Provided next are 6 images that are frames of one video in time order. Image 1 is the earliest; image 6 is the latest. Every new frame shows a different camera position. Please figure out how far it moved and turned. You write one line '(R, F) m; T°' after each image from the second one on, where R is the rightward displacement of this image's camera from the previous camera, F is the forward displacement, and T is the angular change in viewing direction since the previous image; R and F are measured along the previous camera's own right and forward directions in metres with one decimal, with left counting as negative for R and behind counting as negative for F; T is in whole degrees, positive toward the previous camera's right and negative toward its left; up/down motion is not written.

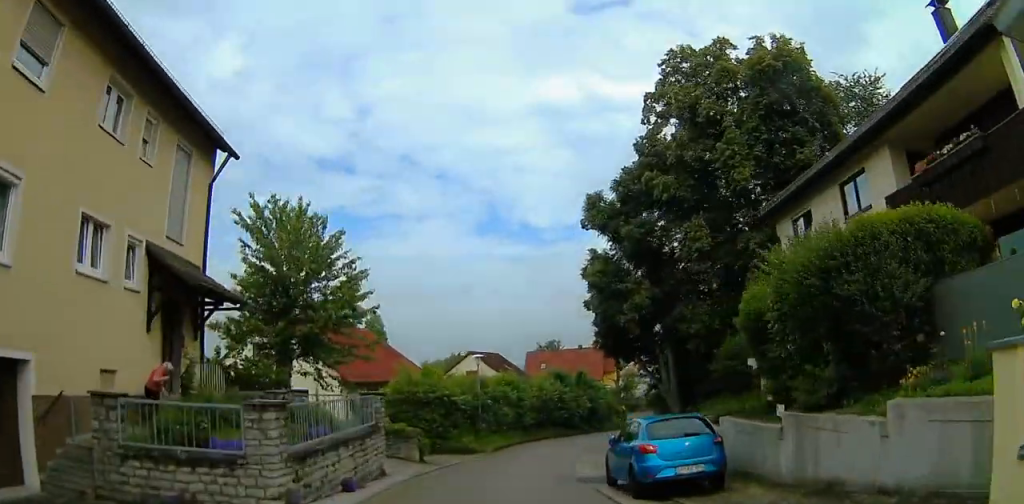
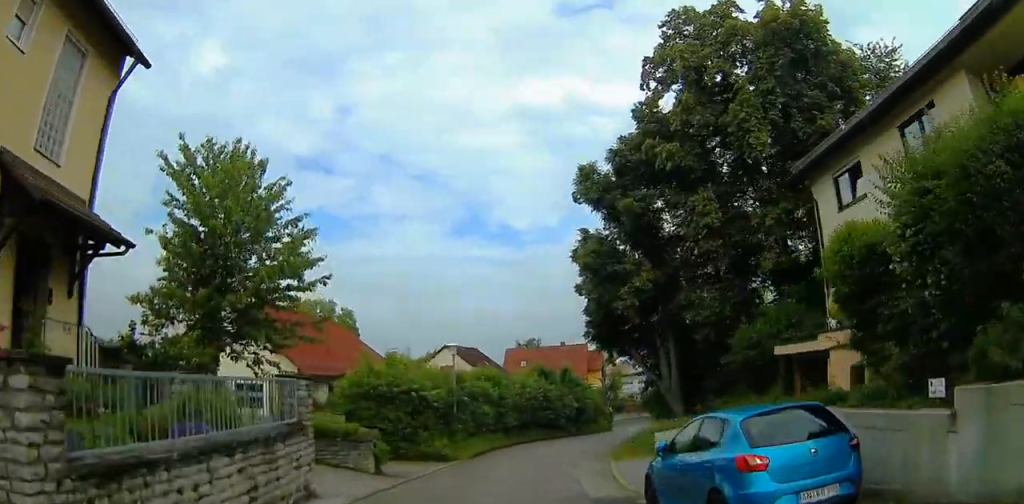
(-0.1, +4.8) m; 0°
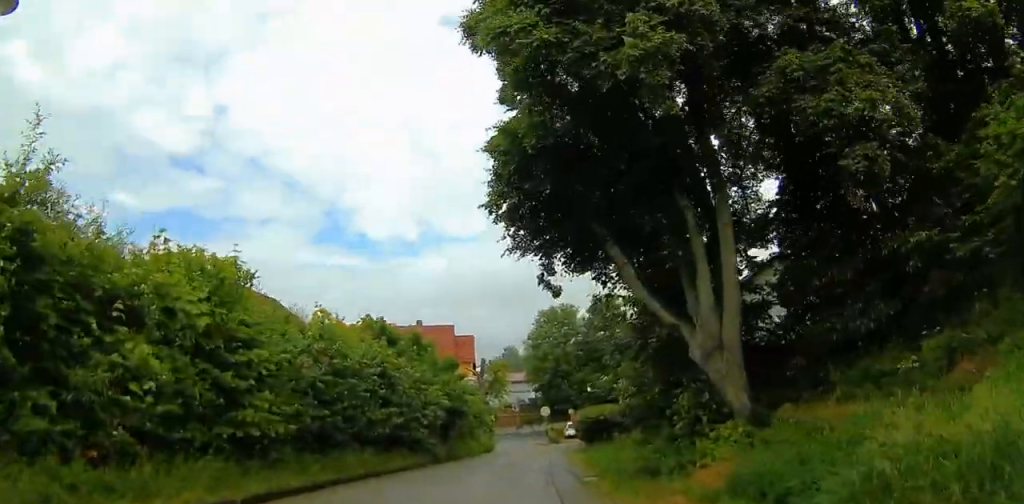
(+2.7, +22.4) m; +7°
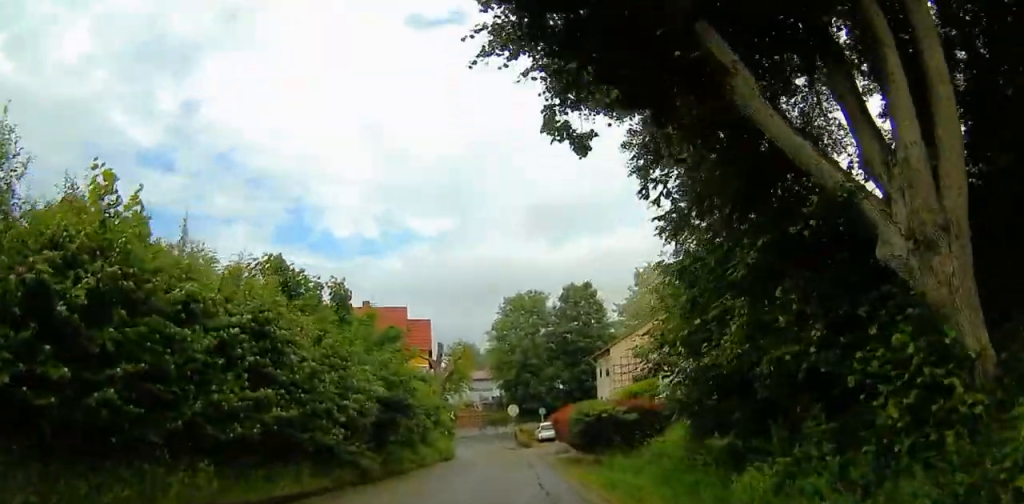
(-0.4, +7.2) m; +2°
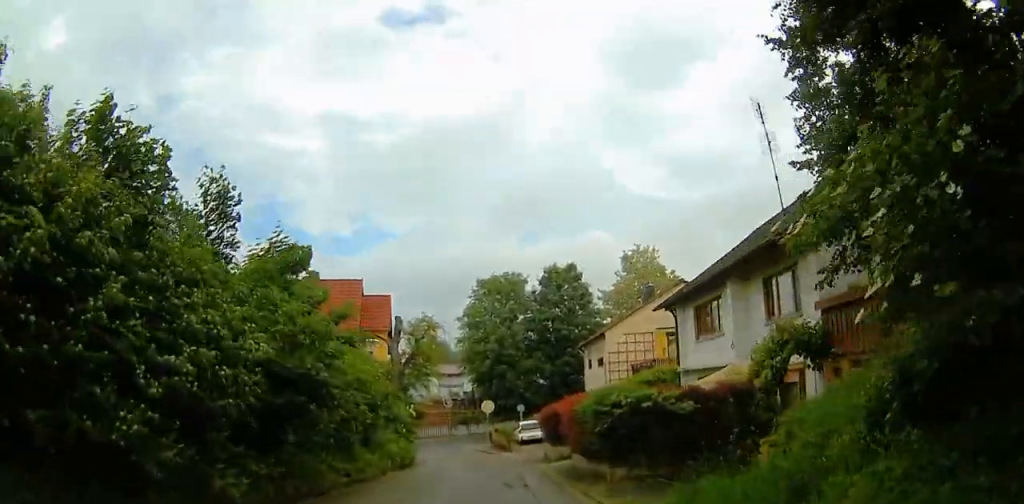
(+0.3, +6.7) m; +8°
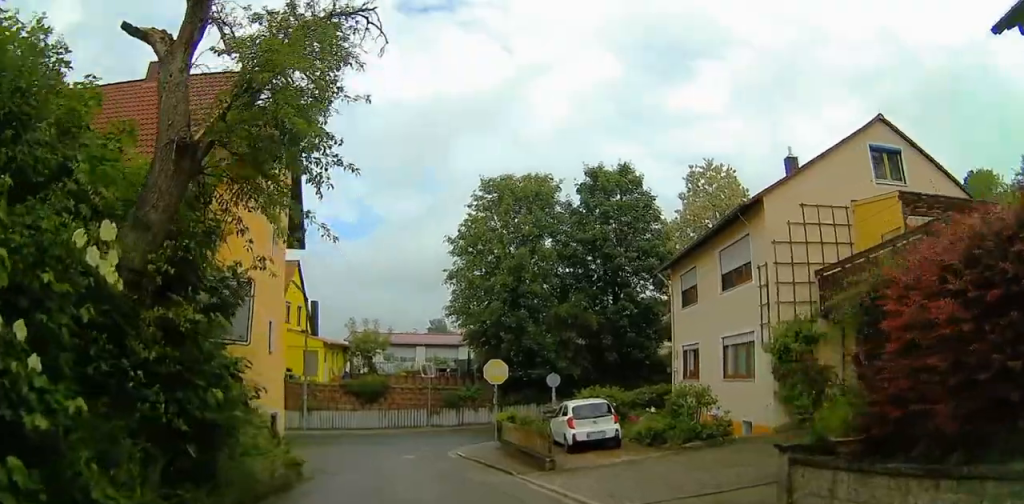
(+3.0, +22.4) m; +4°
